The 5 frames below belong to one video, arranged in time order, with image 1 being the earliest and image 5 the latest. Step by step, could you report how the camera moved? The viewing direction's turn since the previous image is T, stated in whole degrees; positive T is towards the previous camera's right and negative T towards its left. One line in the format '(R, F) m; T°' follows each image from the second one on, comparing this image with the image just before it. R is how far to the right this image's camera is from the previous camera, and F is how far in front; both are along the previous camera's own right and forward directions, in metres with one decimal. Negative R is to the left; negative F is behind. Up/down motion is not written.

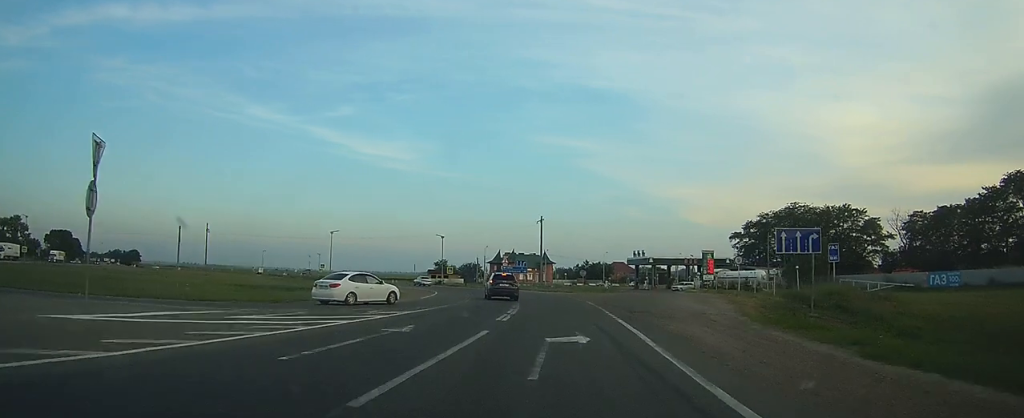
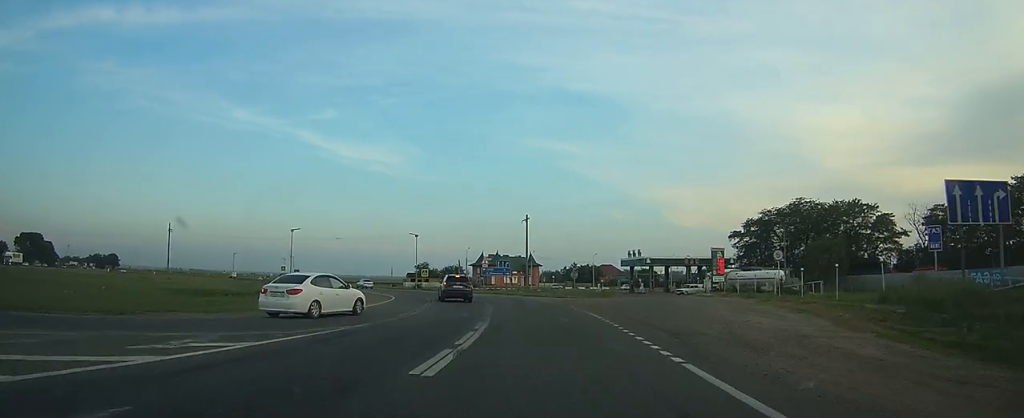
(+0.2, +10.6) m; +3°
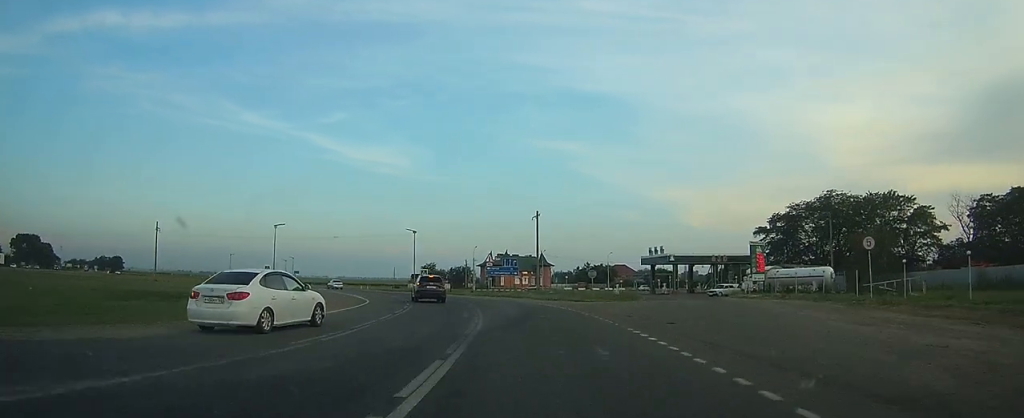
(+0.2, +9.6) m; 0°
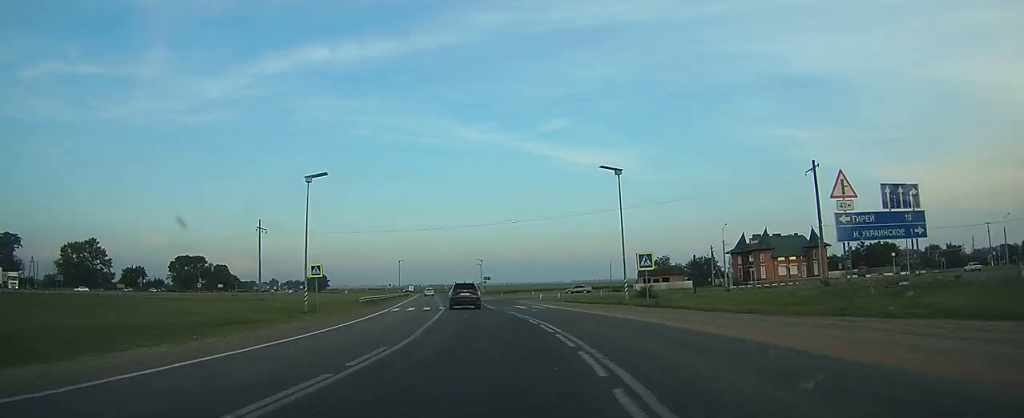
(-2.3, +47.1) m; -12°
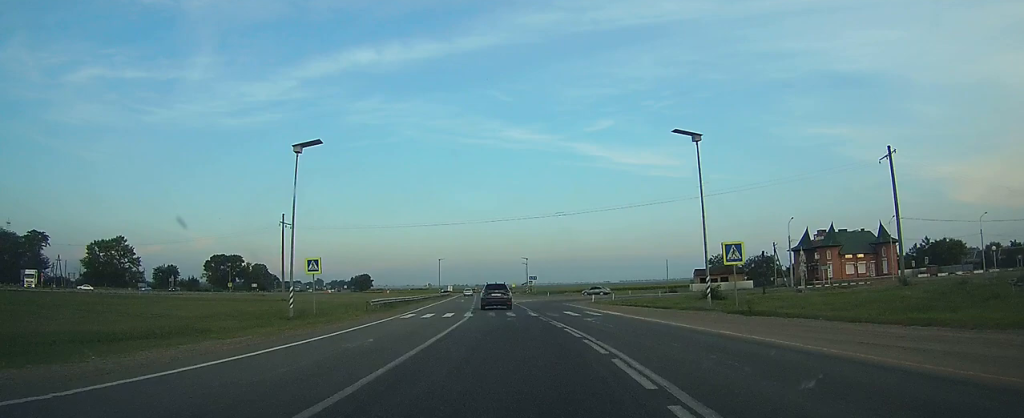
(-0.5, +8.9) m; -5°
